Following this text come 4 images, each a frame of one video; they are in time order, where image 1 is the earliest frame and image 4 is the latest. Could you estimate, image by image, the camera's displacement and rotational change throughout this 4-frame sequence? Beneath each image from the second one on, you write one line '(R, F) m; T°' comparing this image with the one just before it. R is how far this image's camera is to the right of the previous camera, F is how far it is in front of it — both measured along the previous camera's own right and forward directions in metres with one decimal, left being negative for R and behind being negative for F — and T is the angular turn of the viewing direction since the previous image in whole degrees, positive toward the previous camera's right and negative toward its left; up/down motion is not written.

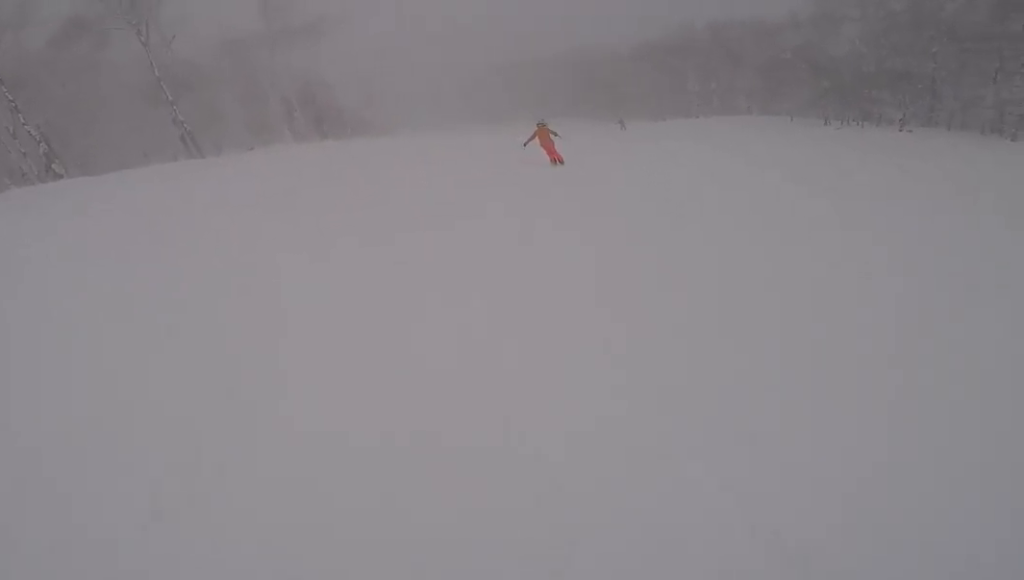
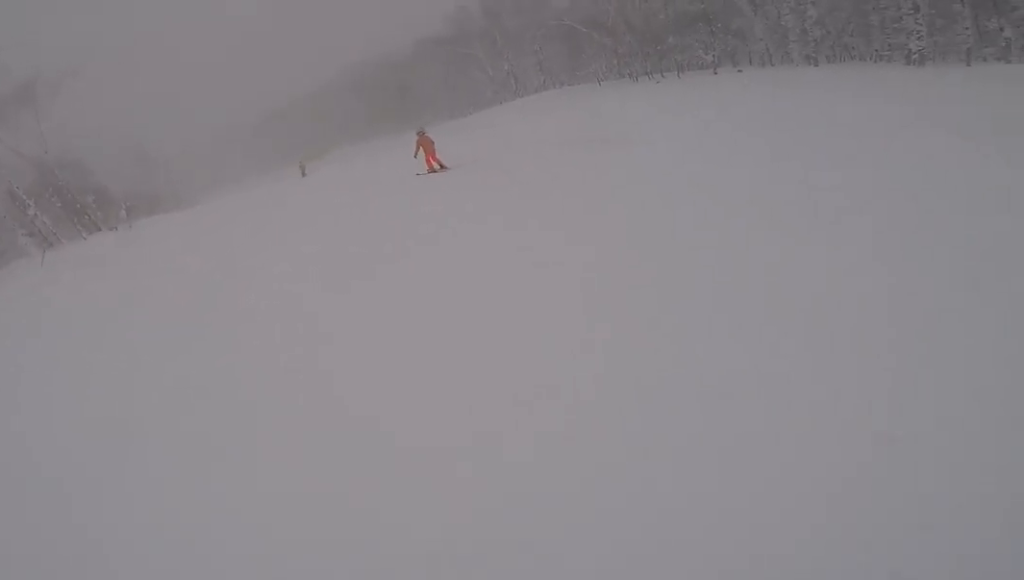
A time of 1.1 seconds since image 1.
(+0.3, +9.8) m; +21°
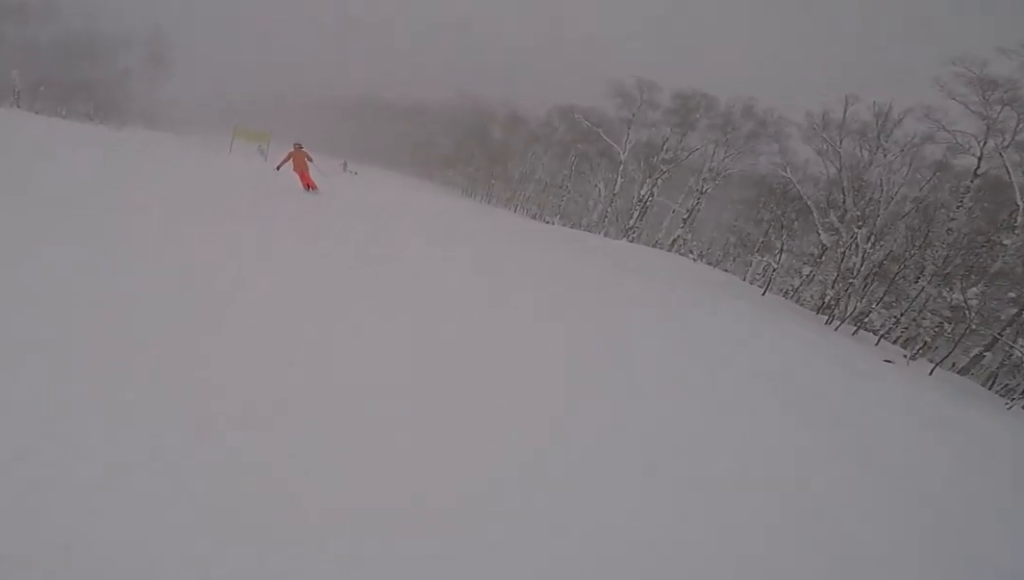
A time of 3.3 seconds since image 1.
(+5.6, +20.5) m; +3°
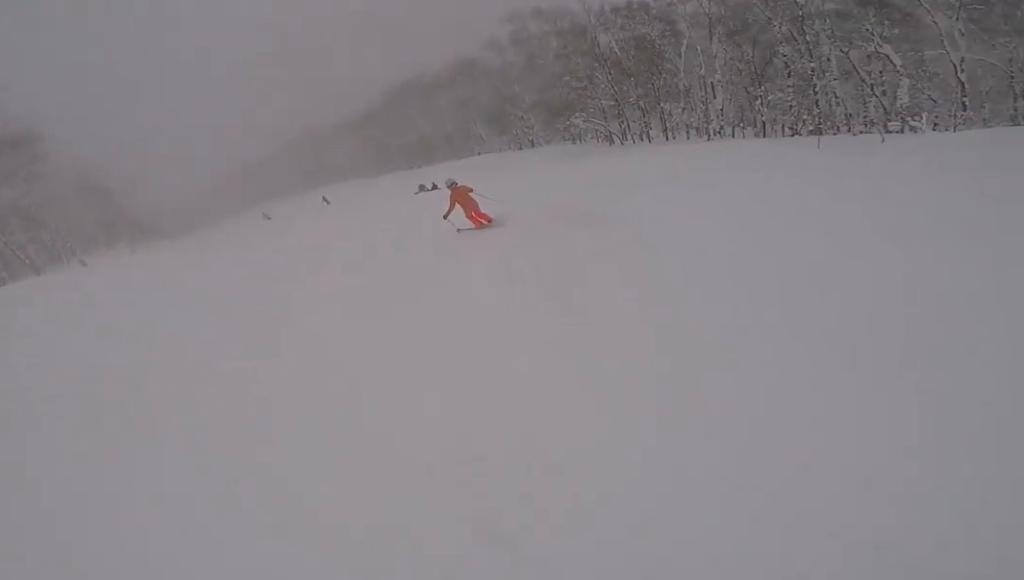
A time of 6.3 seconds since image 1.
(-11.2, +25.7) m; -23°
